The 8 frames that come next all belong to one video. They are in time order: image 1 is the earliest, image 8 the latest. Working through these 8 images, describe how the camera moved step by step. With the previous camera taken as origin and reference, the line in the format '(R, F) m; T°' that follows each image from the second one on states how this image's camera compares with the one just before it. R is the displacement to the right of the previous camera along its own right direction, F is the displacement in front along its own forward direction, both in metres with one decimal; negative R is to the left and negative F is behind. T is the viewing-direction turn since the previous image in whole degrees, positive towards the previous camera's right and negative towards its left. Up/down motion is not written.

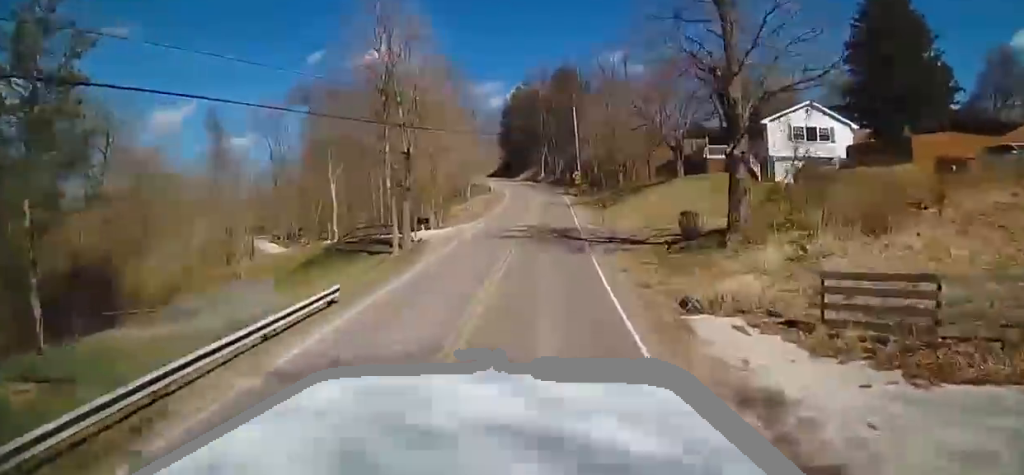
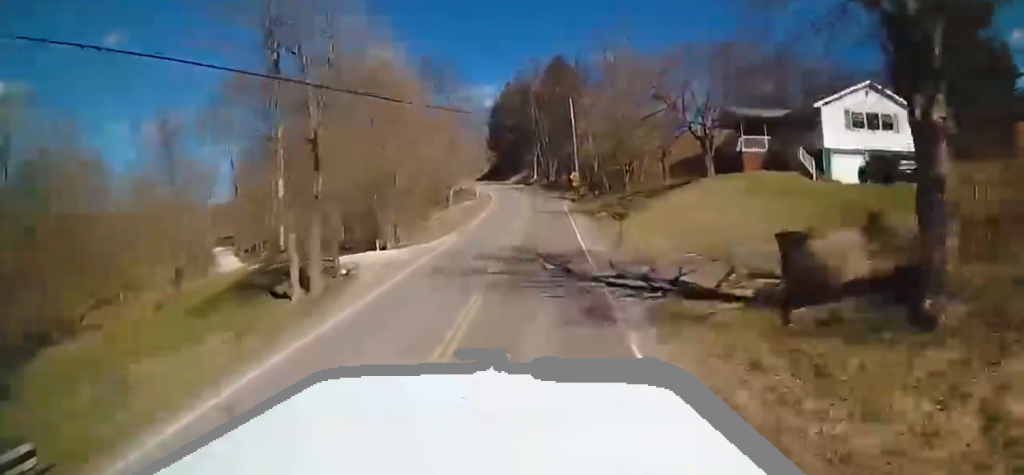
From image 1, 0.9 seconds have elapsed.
(-0.7, +10.0) m; -4°
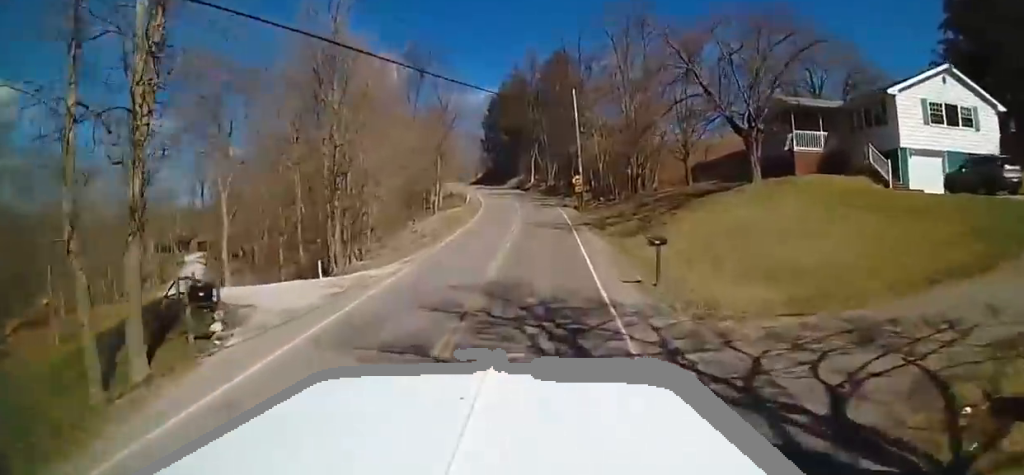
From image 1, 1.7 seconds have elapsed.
(-1.4, +8.0) m; +4°
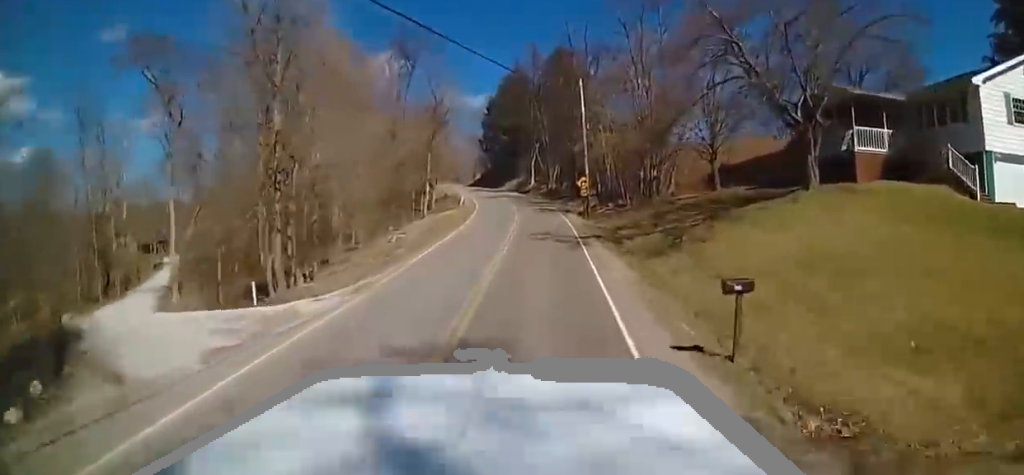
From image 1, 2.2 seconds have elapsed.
(+1.7, +6.3) m; +11°
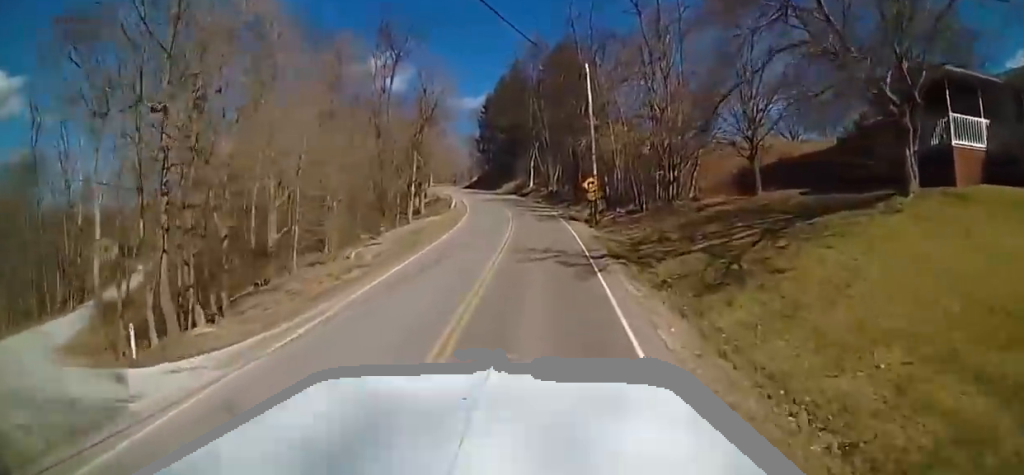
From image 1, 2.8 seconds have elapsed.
(+0.6, +6.6) m; +6°
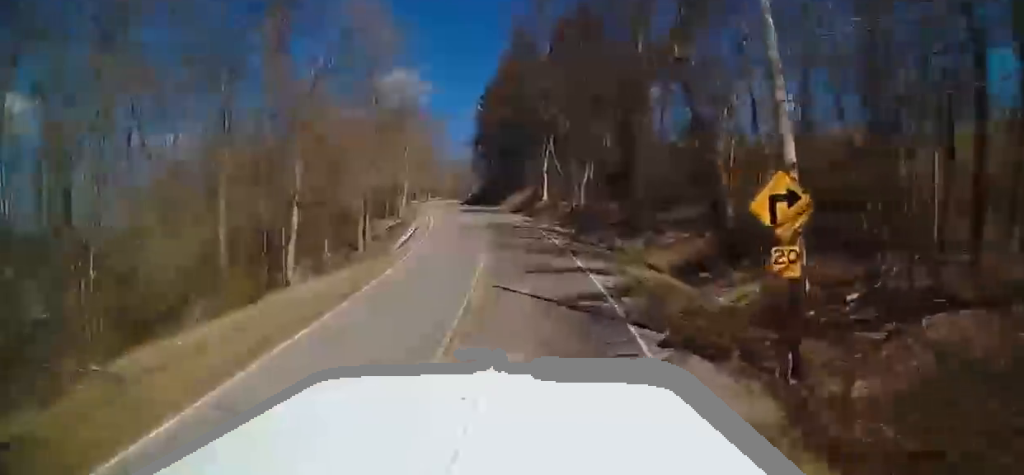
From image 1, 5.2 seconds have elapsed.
(0.0, +30.2) m; -4°
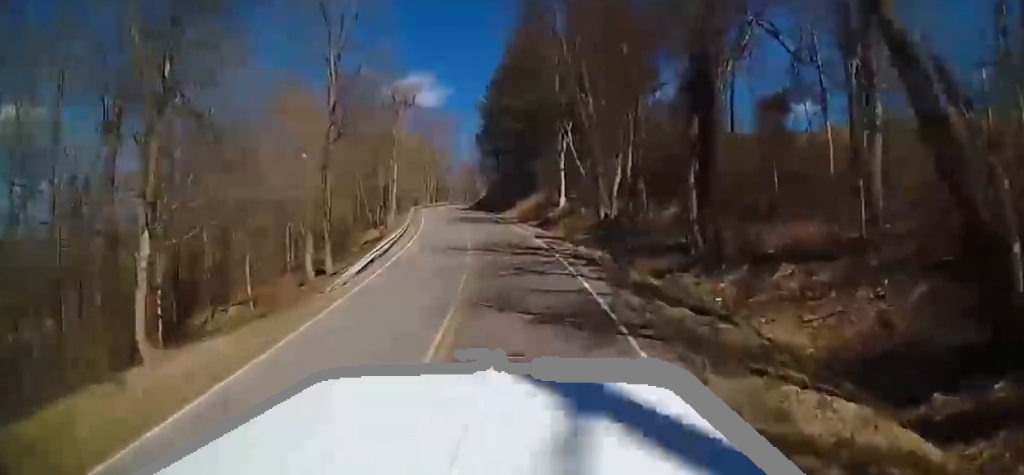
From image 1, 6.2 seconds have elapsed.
(-0.2, +12.5) m; +1°
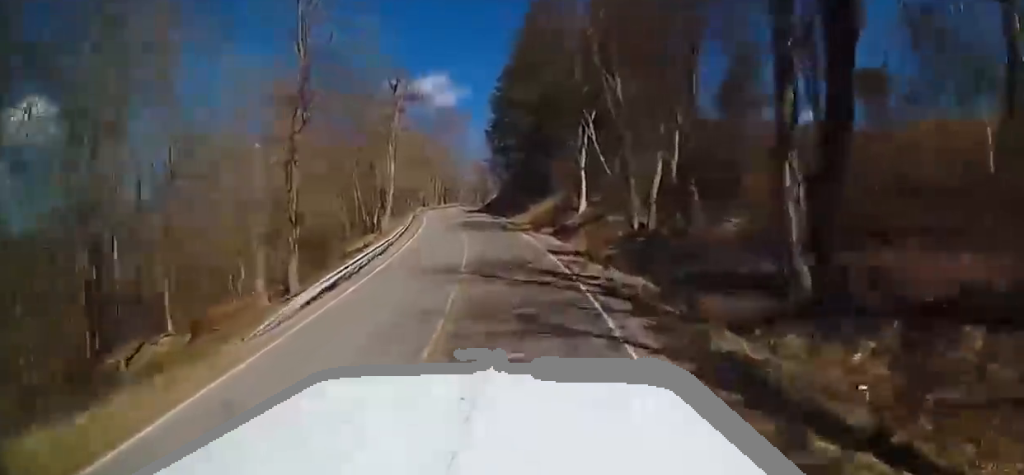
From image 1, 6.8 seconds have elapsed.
(+0.1, +7.4) m; +1°
